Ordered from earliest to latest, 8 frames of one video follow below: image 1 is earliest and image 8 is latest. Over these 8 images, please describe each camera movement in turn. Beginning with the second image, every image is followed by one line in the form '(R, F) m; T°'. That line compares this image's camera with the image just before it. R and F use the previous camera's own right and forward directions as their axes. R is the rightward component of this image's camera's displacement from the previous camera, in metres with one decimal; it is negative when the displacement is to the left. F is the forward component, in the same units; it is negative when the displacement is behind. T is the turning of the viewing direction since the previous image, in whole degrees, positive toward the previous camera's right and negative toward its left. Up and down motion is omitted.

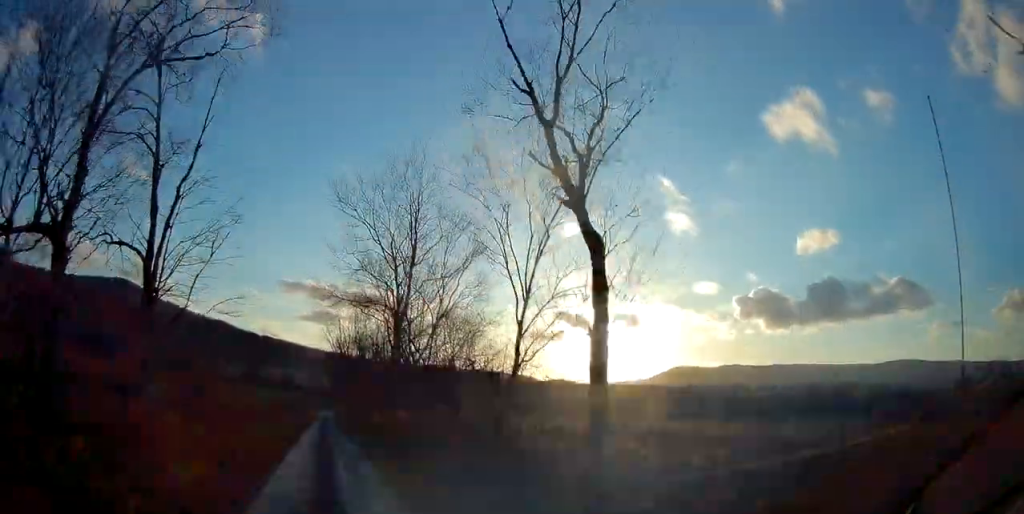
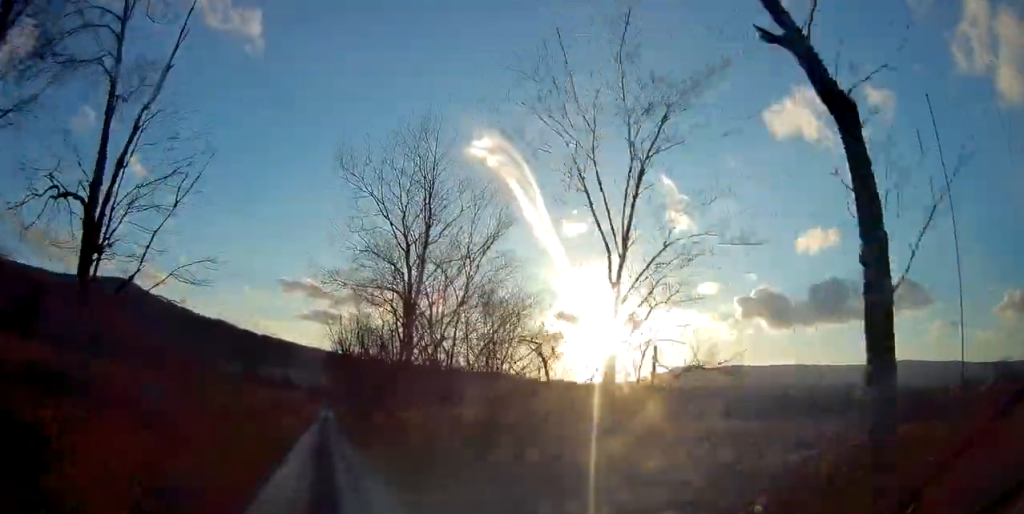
(+0.1, +3.8) m; +2°
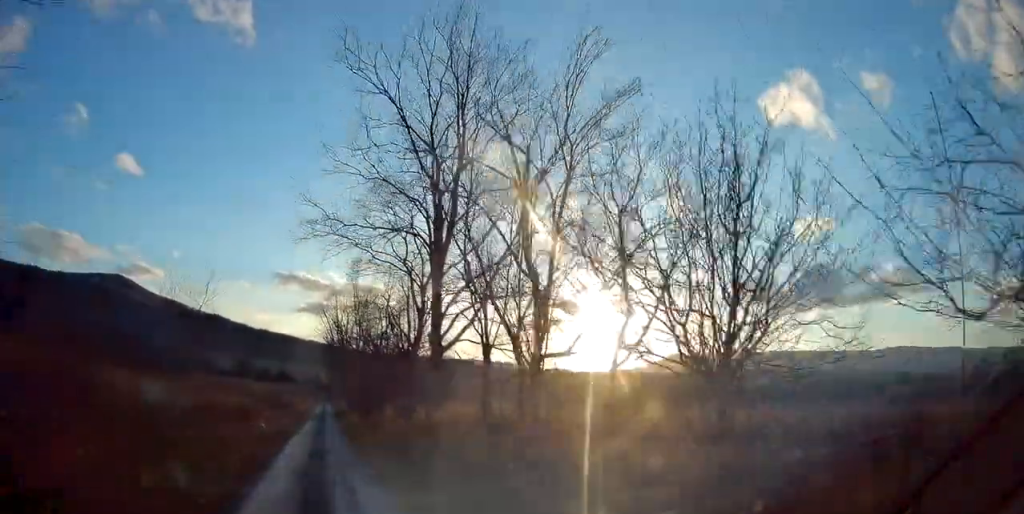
(0.0, +8.1) m; -1°
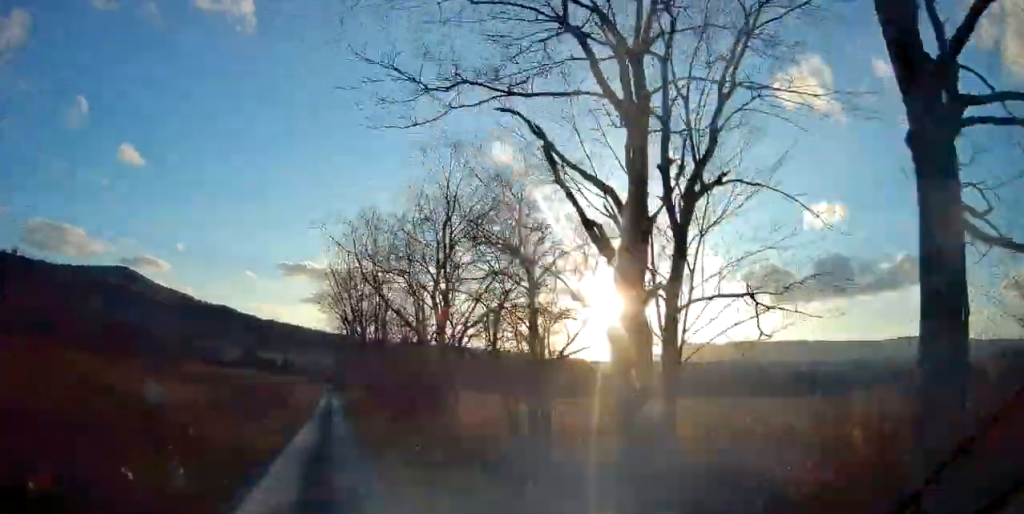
(-0.6, +16.7) m; -4°
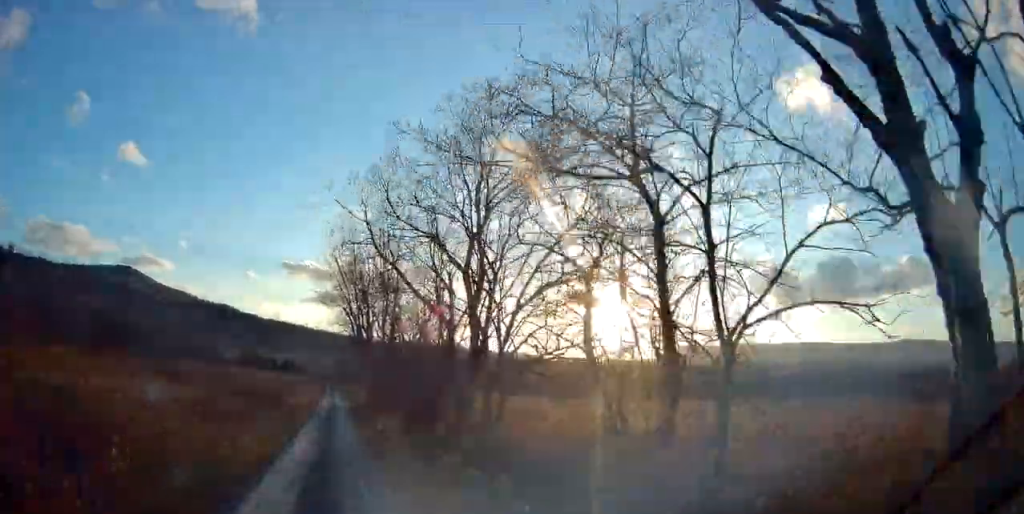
(0.0, +4.2) m; -1°
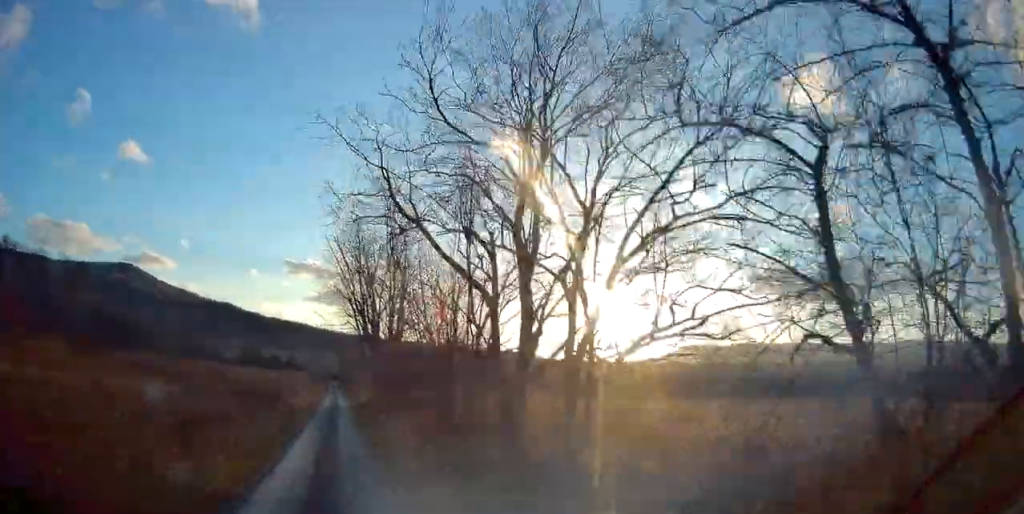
(-0.1, +4.3) m; -1°
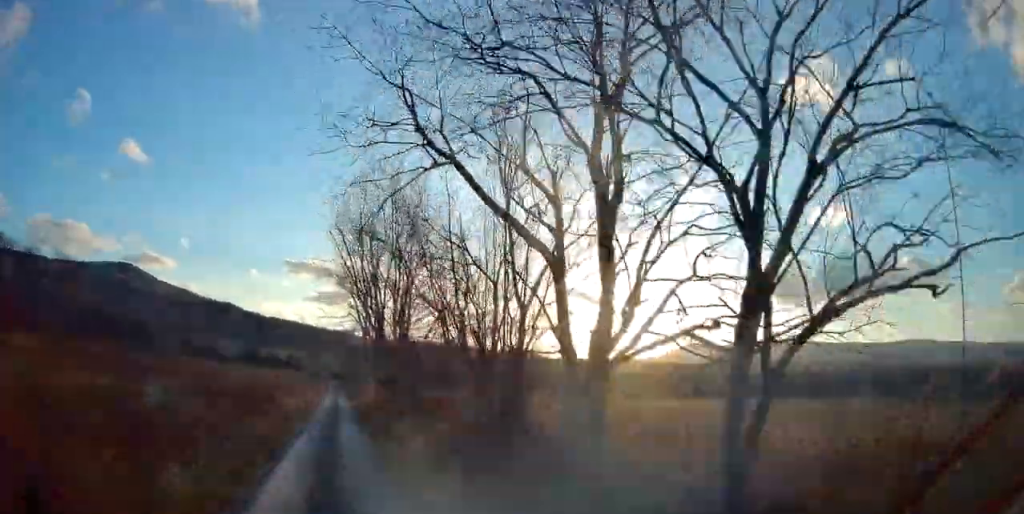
(0.0, +3.8) m; 0°
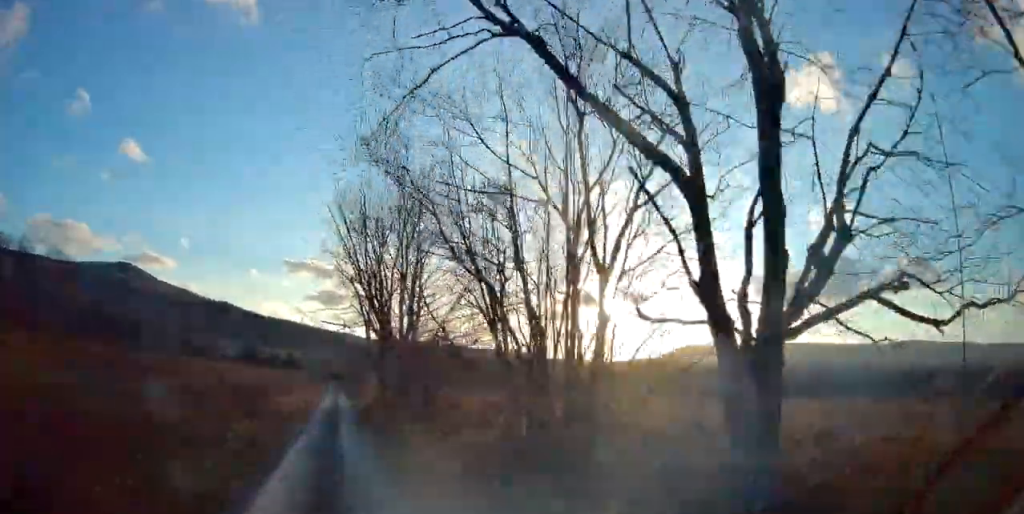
(0.0, +3.8) m; 0°
